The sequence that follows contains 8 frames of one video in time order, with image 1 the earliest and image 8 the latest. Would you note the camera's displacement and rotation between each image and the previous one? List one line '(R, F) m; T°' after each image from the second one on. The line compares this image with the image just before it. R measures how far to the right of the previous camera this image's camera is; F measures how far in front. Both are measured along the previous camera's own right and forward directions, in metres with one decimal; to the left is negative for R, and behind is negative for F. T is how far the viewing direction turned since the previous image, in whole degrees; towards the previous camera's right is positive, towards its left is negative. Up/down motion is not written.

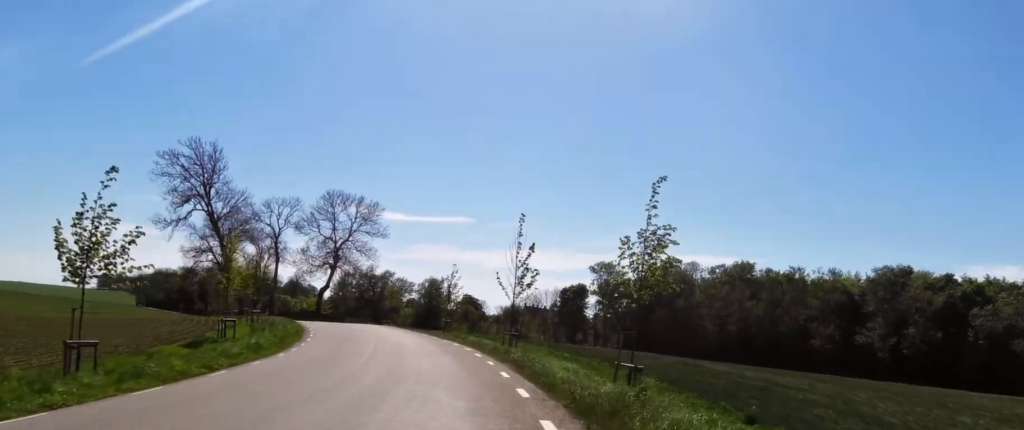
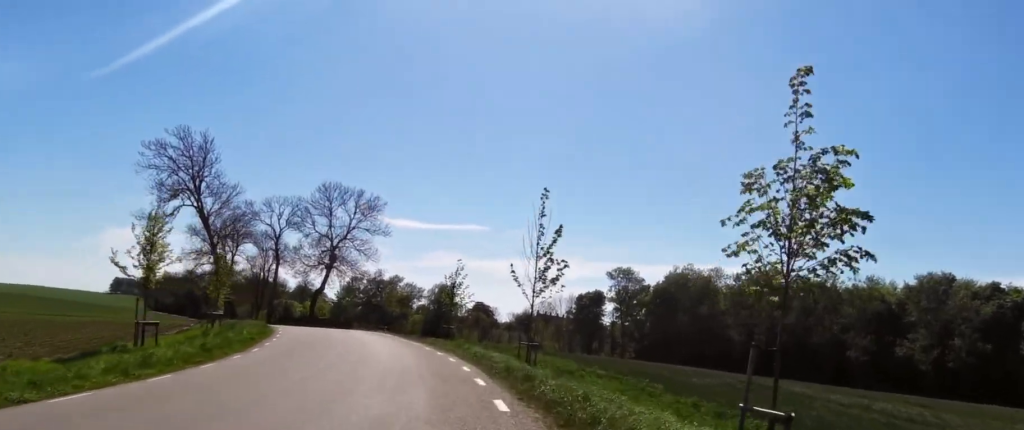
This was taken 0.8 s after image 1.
(+0.5, +7.0) m; -4°
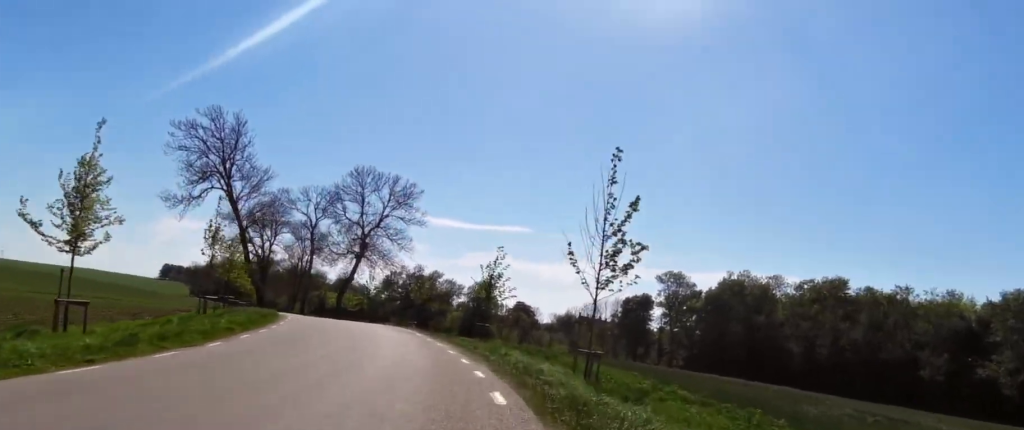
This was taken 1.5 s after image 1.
(-1.0, +5.7) m; -5°
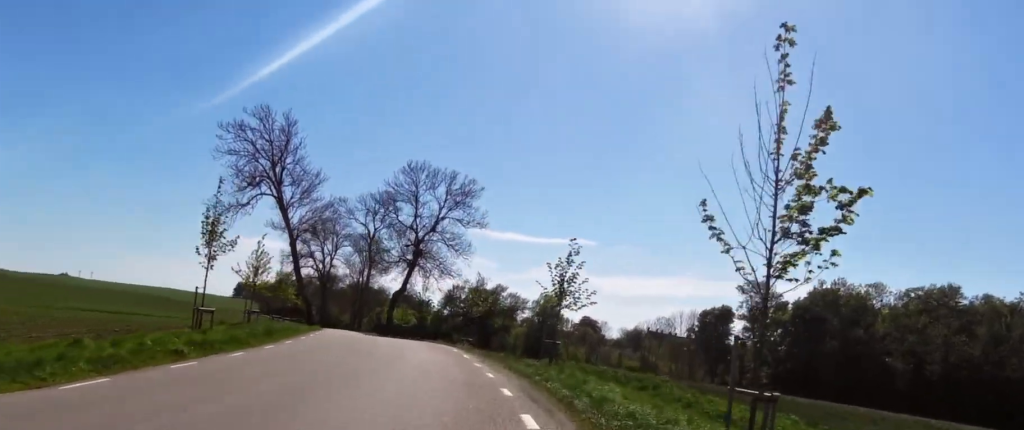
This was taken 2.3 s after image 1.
(+0.2, +6.9) m; -2°
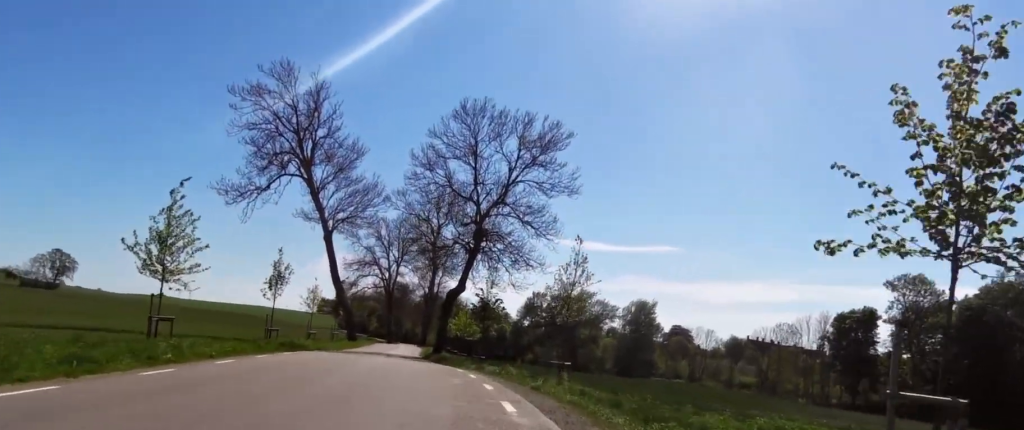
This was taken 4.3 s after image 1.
(-2.0, +17.2) m; -13°
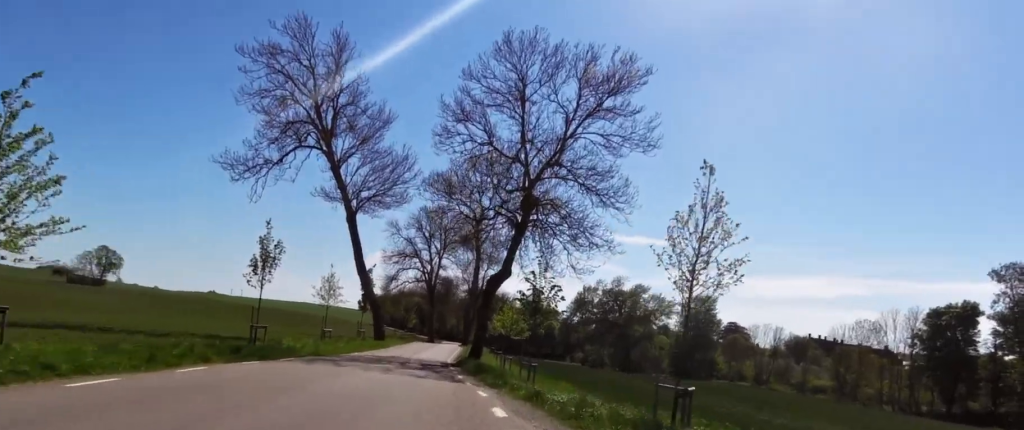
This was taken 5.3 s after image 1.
(-0.3, +8.4) m; +2°
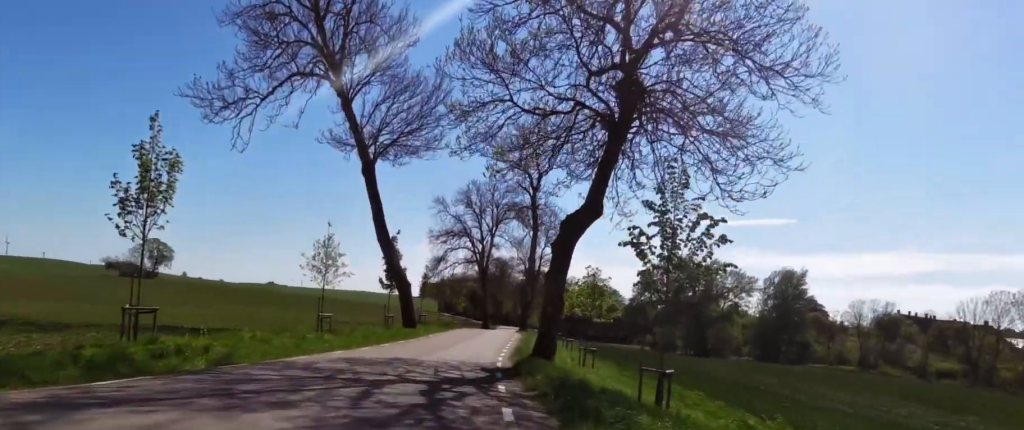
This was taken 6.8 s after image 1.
(+0.5, +11.8) m; -6°
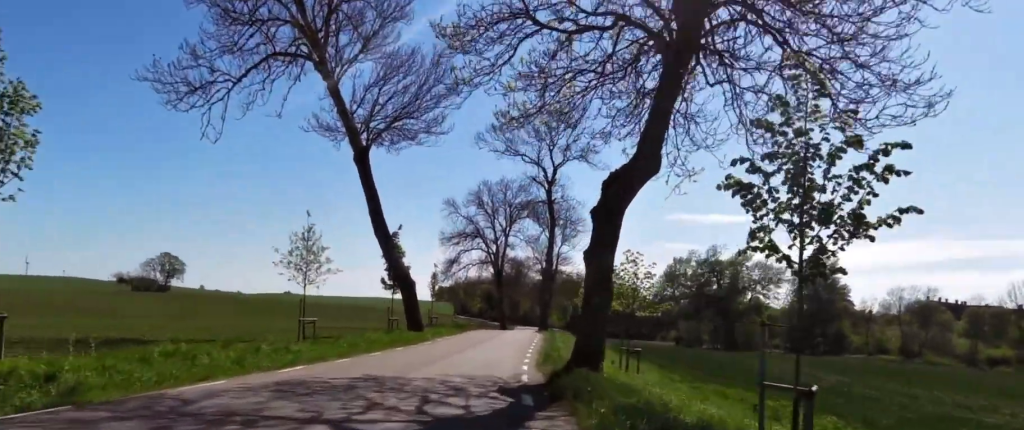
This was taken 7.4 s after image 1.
(-0.8, +4.5) m; -5°
